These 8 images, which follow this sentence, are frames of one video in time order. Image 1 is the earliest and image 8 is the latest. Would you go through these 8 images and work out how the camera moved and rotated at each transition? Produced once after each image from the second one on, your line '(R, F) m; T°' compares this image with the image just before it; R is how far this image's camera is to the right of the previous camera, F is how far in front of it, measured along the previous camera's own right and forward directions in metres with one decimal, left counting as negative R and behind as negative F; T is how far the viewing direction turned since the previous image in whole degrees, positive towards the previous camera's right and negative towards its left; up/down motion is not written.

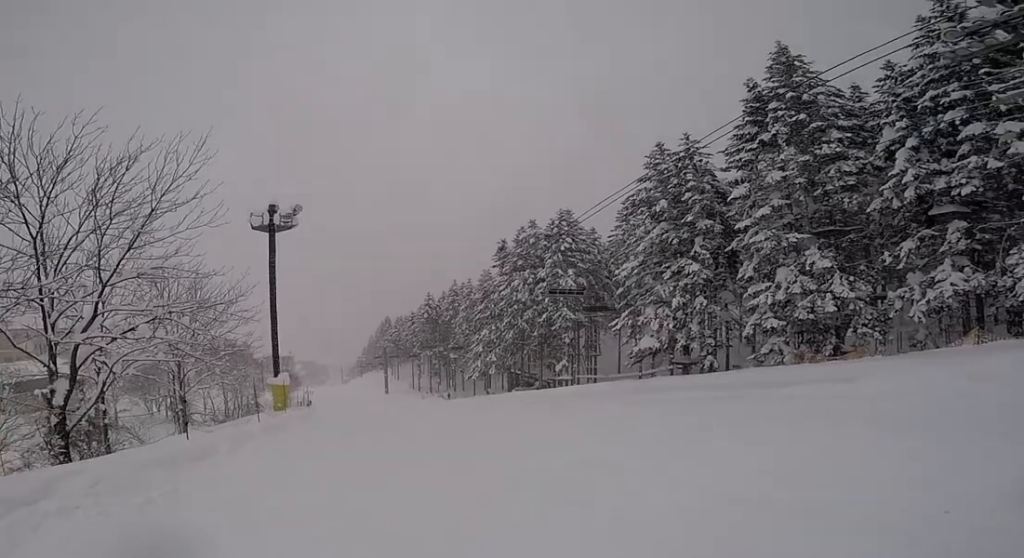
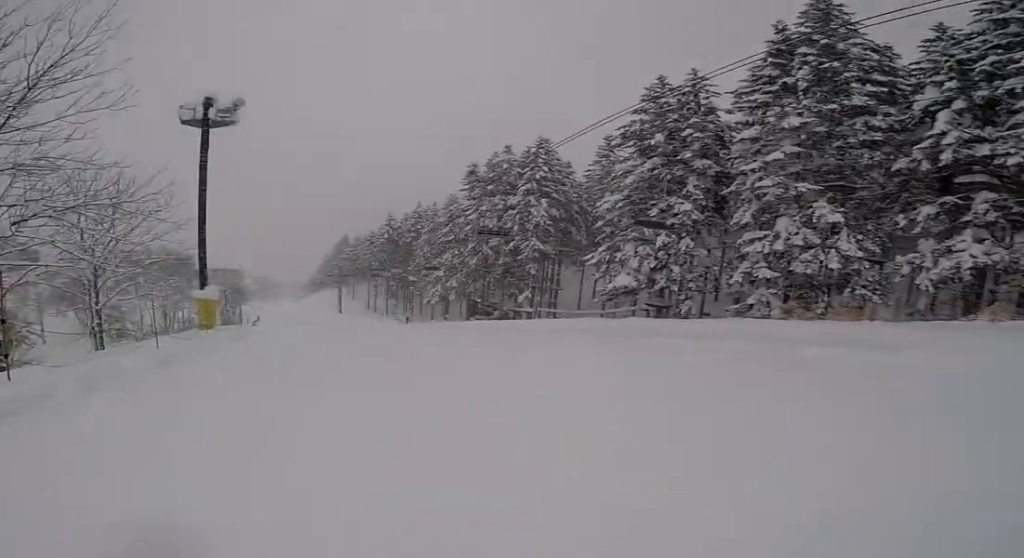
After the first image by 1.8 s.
(0.0, +3.8) m; 0°
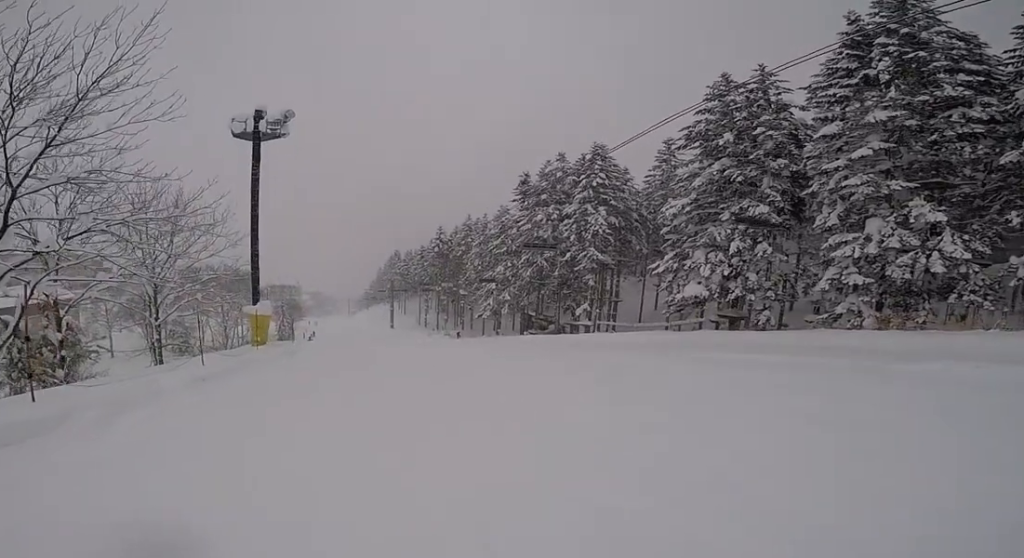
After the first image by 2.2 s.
(0.0, +1.0) m; 0°
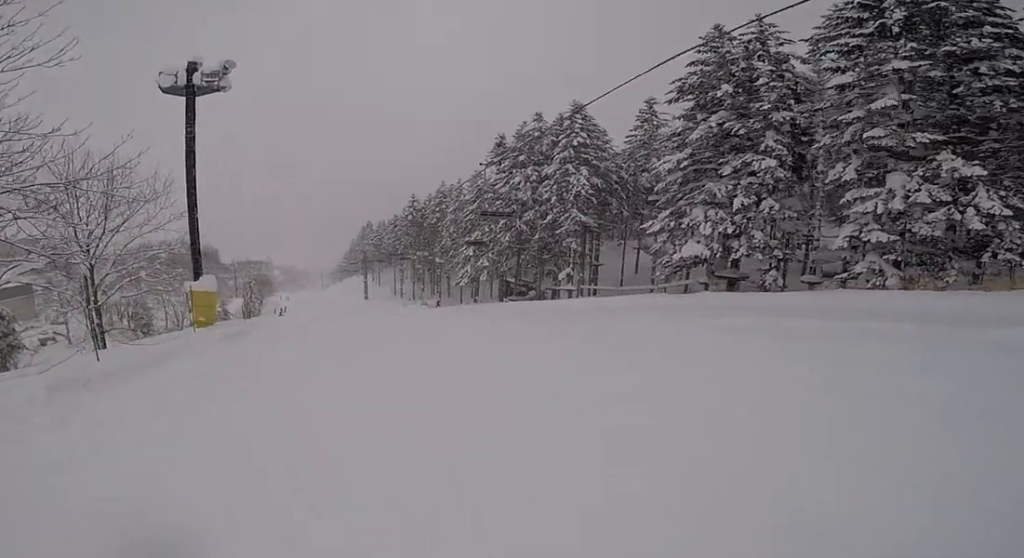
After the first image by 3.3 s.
(0.0, +2.8) m; 0°
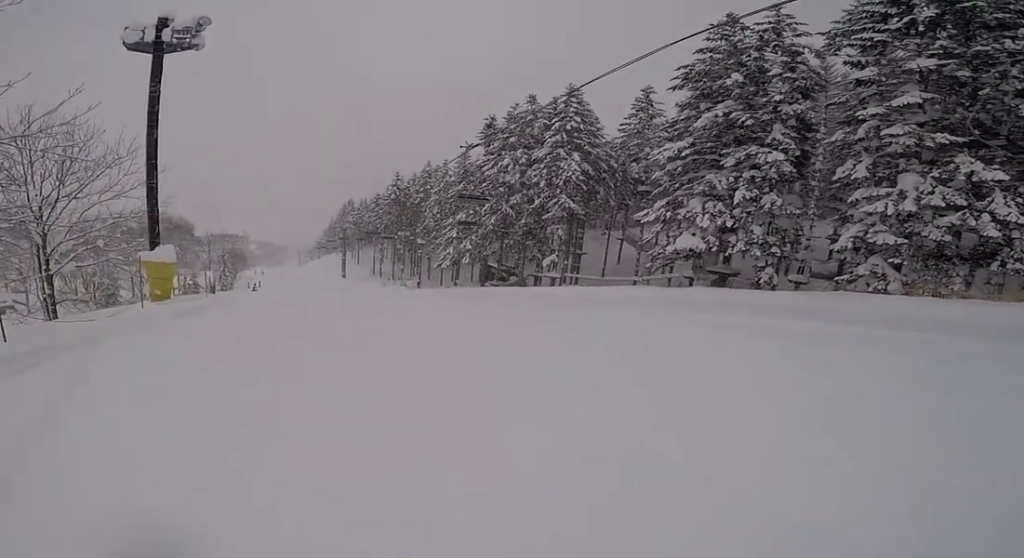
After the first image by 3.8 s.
(0.0, +1.5) m; 0°
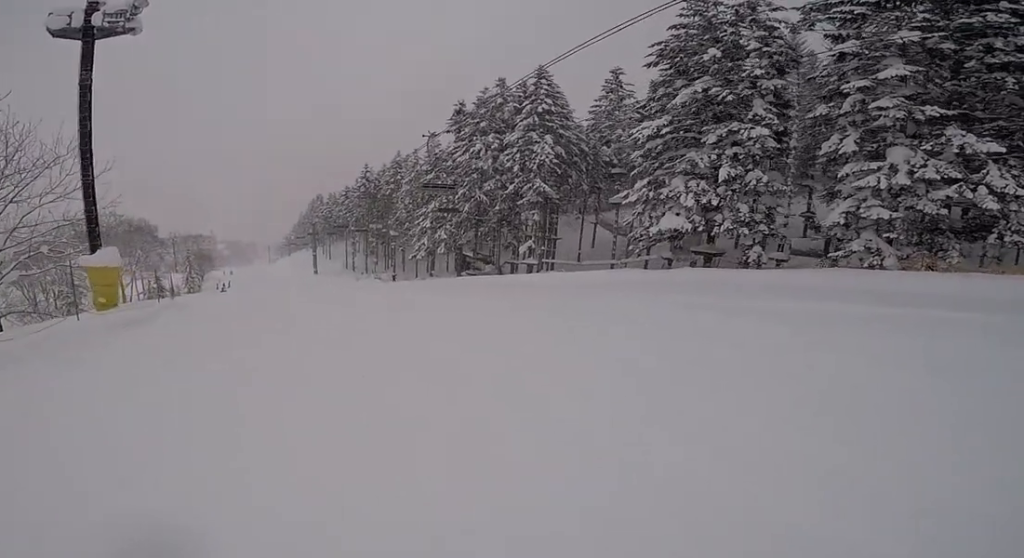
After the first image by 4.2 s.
(0.0, +1.5) m; 0°
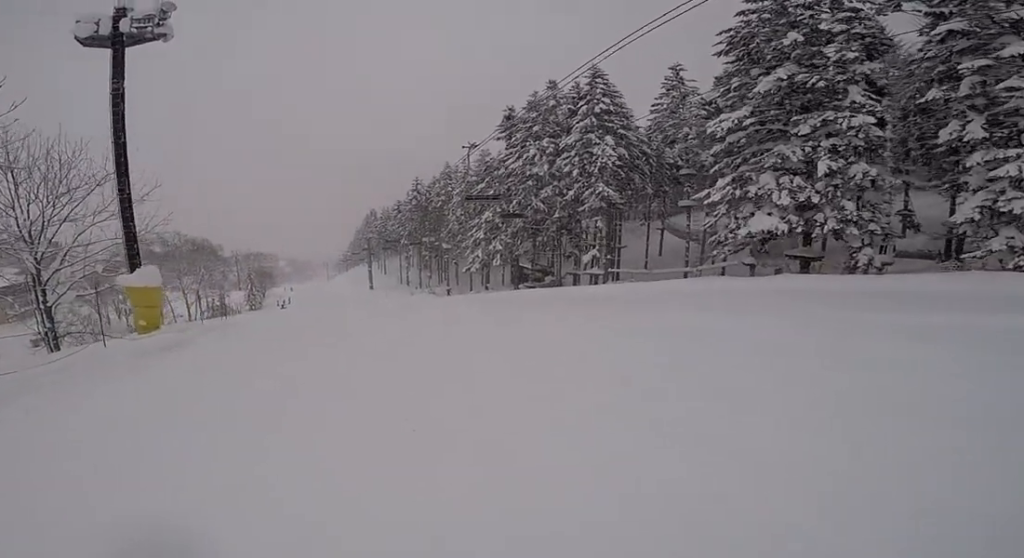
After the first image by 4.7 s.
(0.0, +1.8) m; -4°
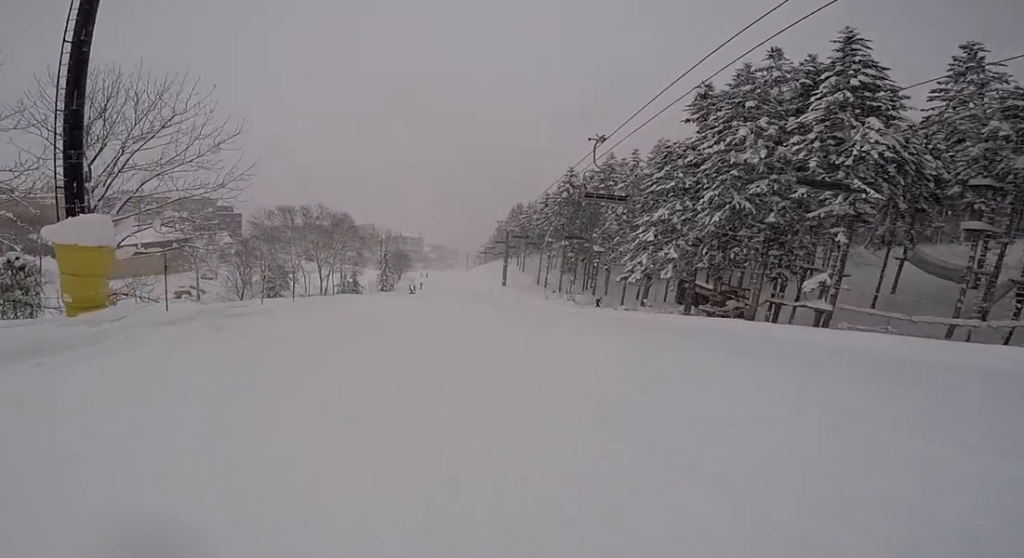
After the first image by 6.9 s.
(-2.4, +7.5) m; -28°
